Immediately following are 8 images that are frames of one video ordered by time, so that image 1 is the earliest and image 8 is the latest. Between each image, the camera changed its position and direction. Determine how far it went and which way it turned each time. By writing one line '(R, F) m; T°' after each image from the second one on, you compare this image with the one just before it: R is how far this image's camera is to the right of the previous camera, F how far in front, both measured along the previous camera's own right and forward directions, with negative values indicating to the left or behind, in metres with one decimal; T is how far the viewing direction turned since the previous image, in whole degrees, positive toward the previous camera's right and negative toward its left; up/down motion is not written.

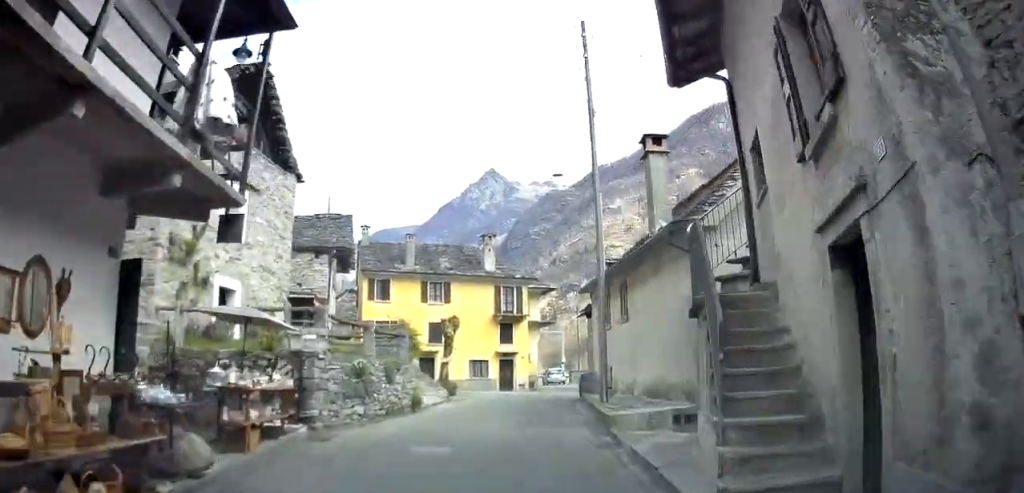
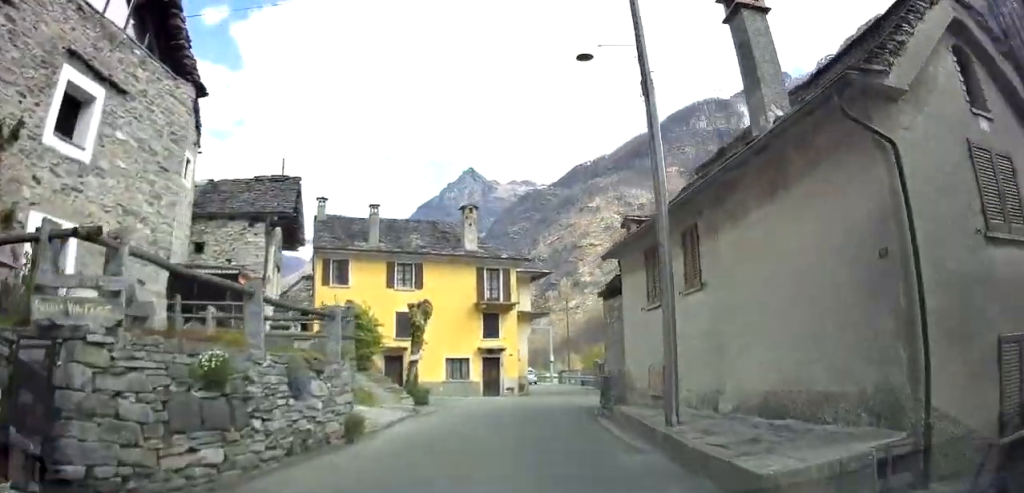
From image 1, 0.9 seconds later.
(-0.2, +6.2) m; -2°
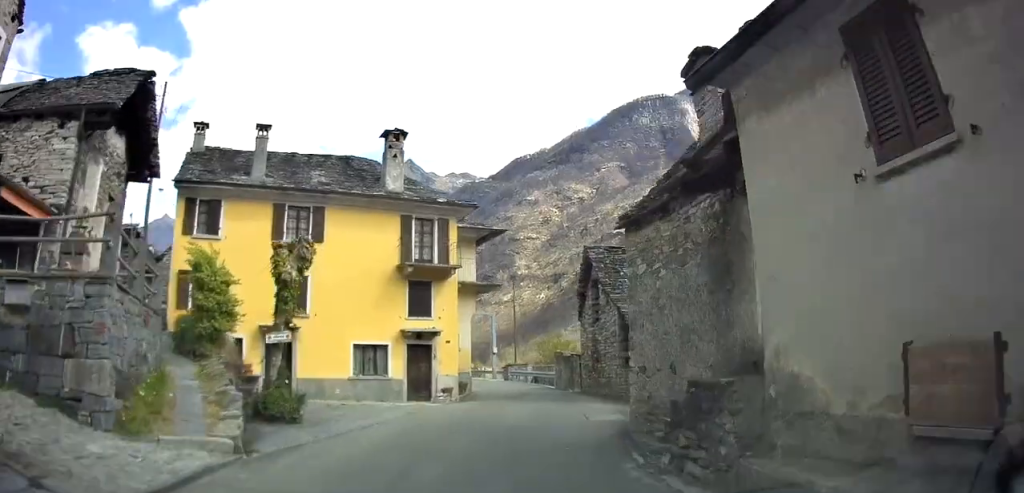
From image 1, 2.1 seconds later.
(-0.1, +8.9) m; -3°
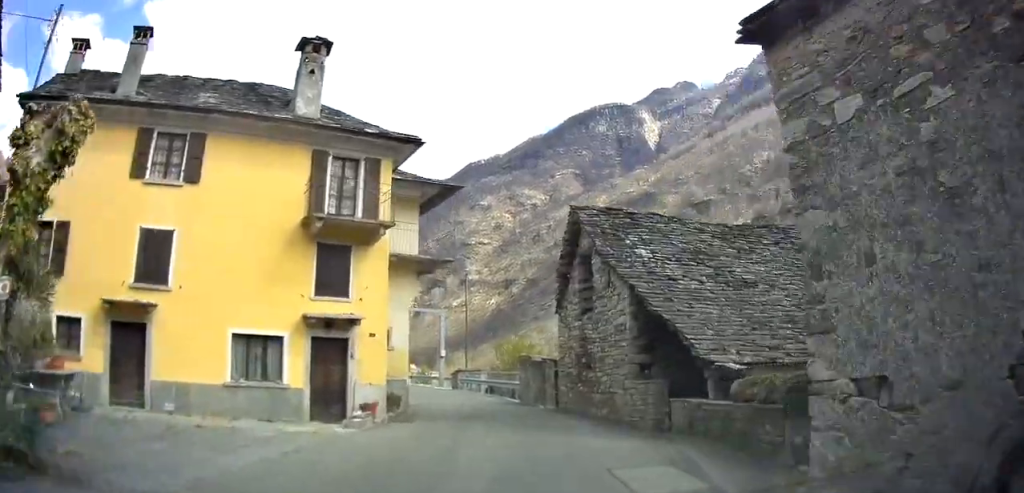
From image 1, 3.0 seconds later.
(-0.3, +6.9) m; +4°
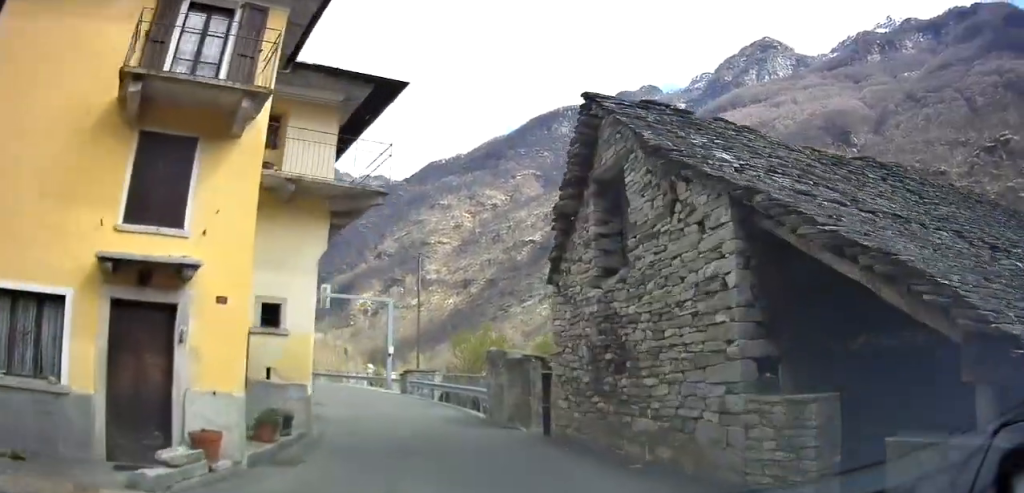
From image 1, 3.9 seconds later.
(+0.7, +6.7) m; +7°
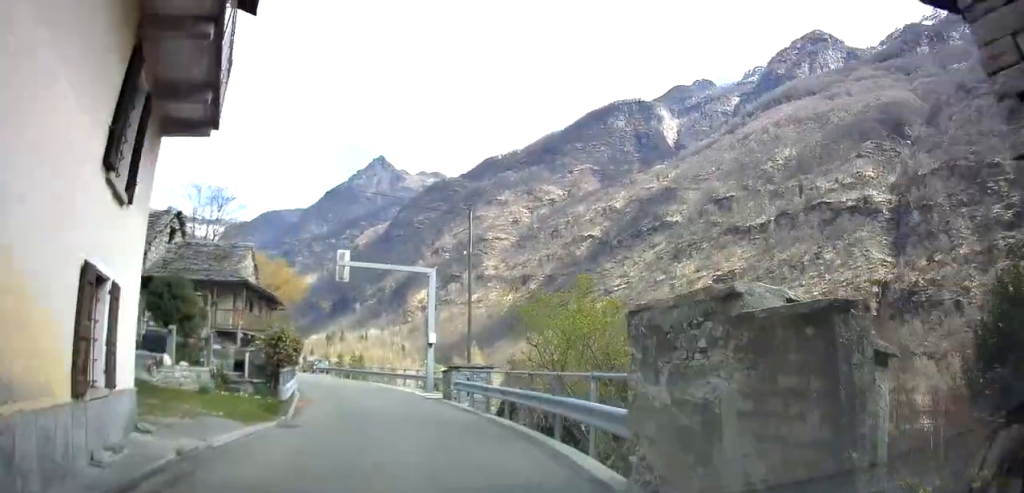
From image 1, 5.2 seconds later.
(+0.2, +10.1) m; -4°
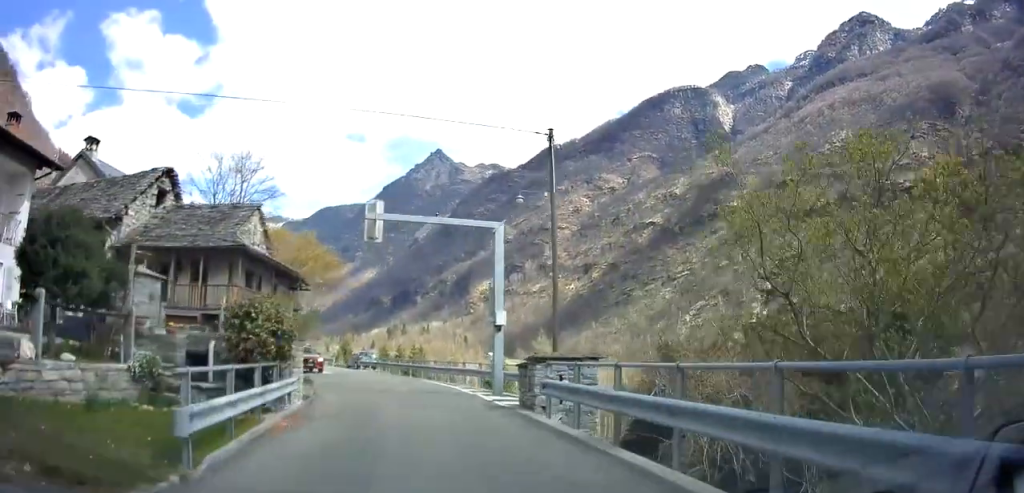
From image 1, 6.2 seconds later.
(-0.6, +7.7) m; -8°
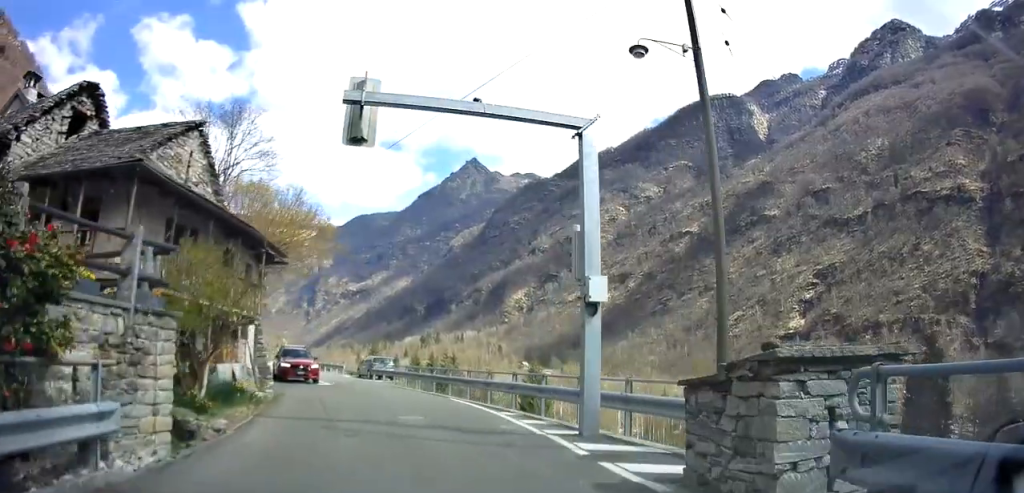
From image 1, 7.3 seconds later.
(-0.4, +9.2) m; -1°
